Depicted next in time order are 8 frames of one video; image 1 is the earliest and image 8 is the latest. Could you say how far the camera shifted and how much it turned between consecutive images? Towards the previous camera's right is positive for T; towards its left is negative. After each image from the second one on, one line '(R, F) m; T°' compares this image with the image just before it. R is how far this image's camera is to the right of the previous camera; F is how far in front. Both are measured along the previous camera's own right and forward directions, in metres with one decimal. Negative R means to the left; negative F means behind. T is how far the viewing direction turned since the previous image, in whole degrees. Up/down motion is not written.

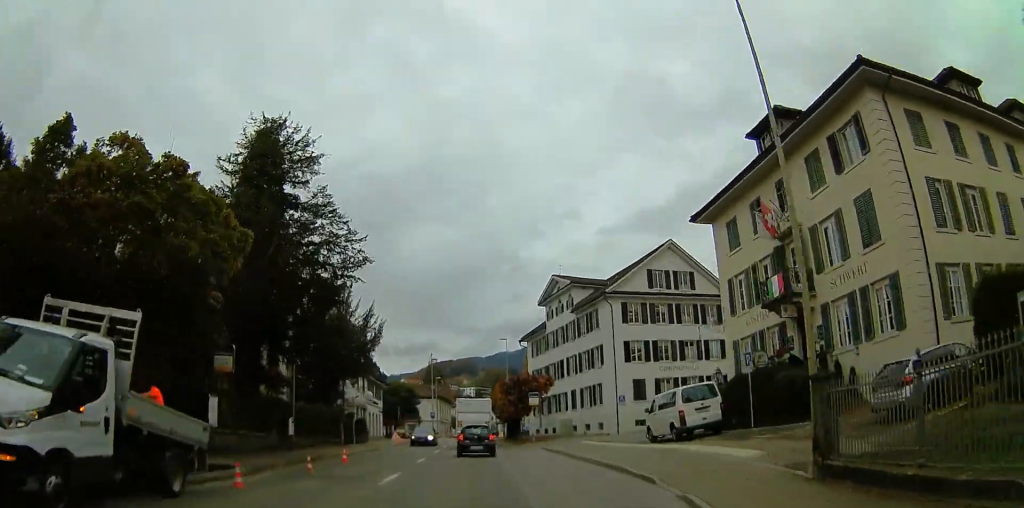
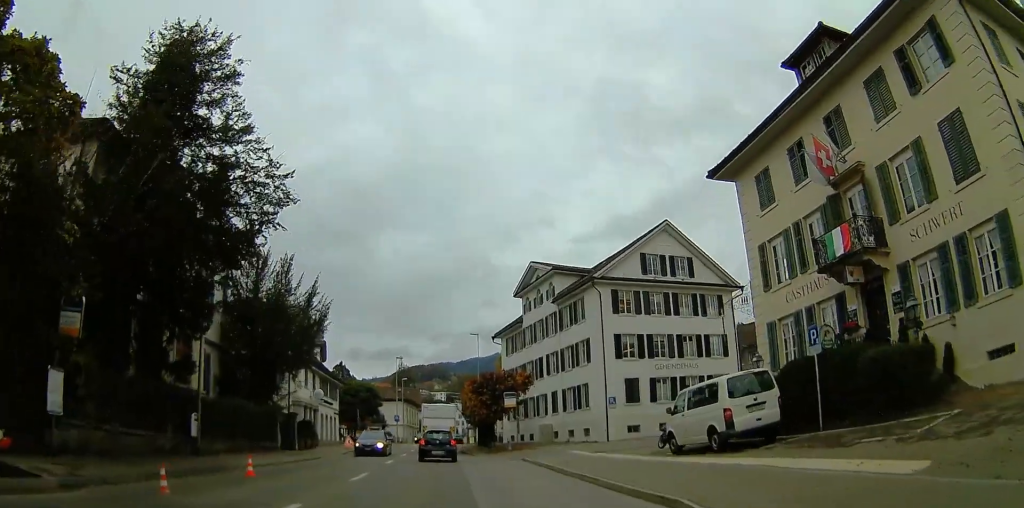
(-0.3, +7.0) m; 0°
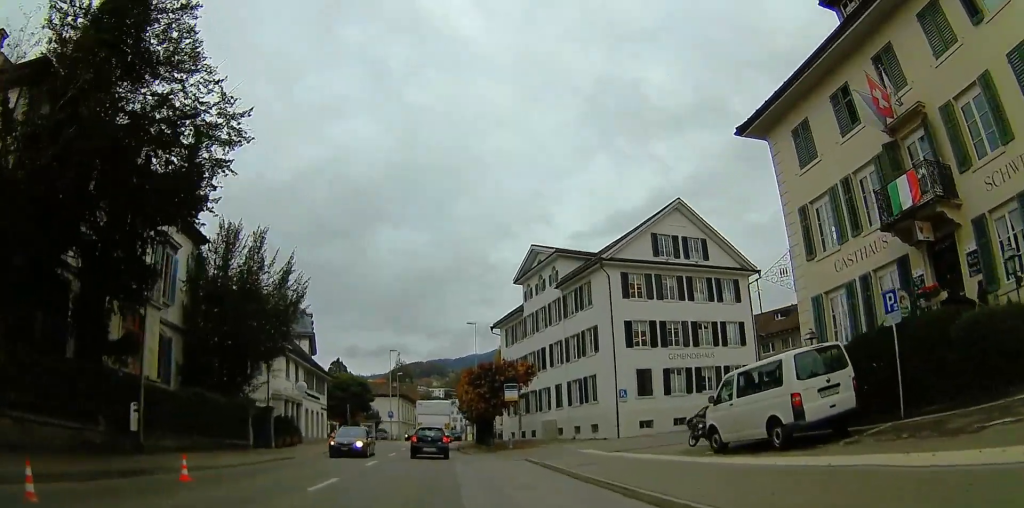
(+0.1, +3.7) m; +2°
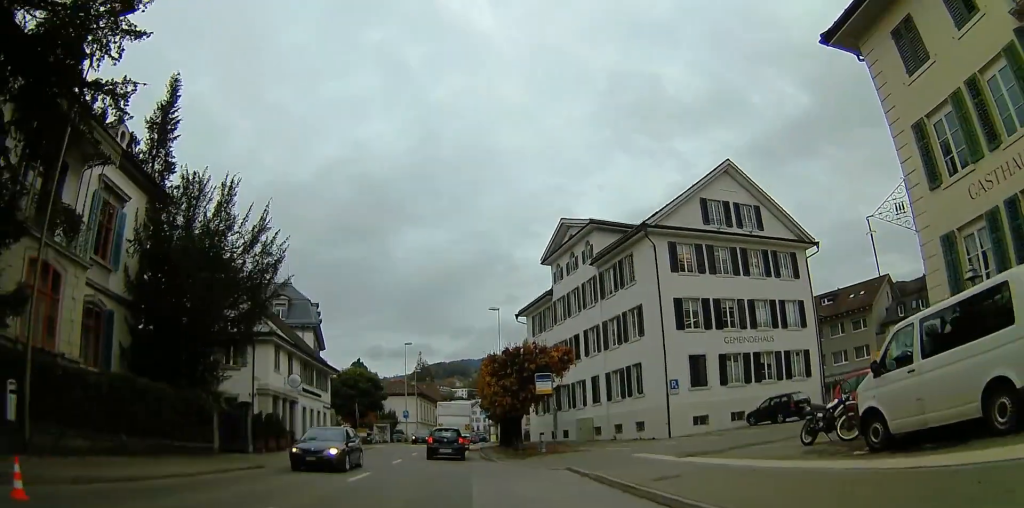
(0.0, +6.3) m; +3°
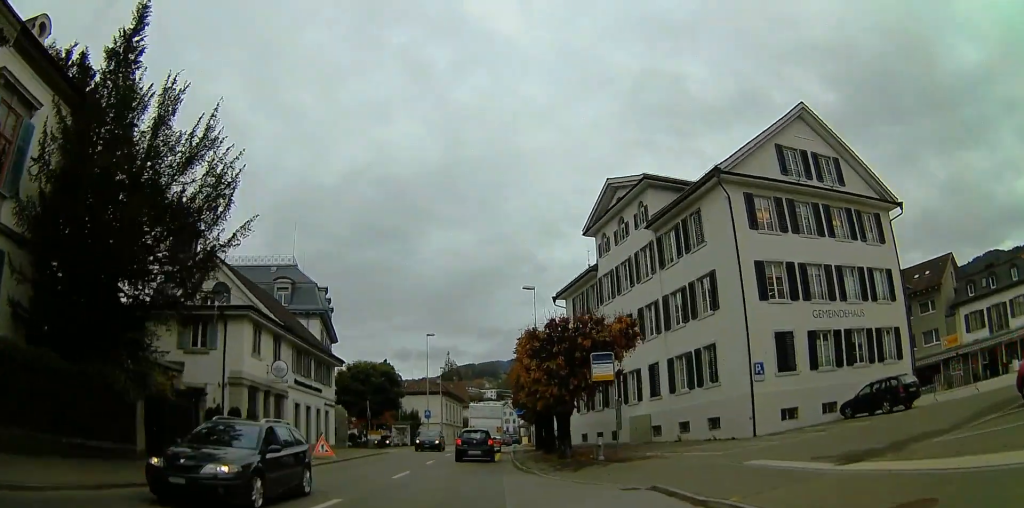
(+0.4, +7.3) m; 0°
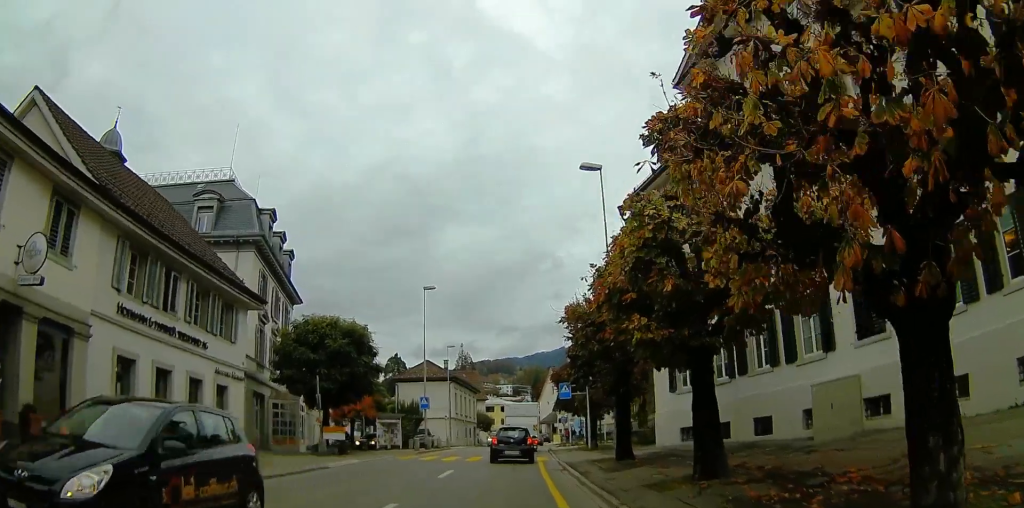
(-1.6, +17.8) m; -10°
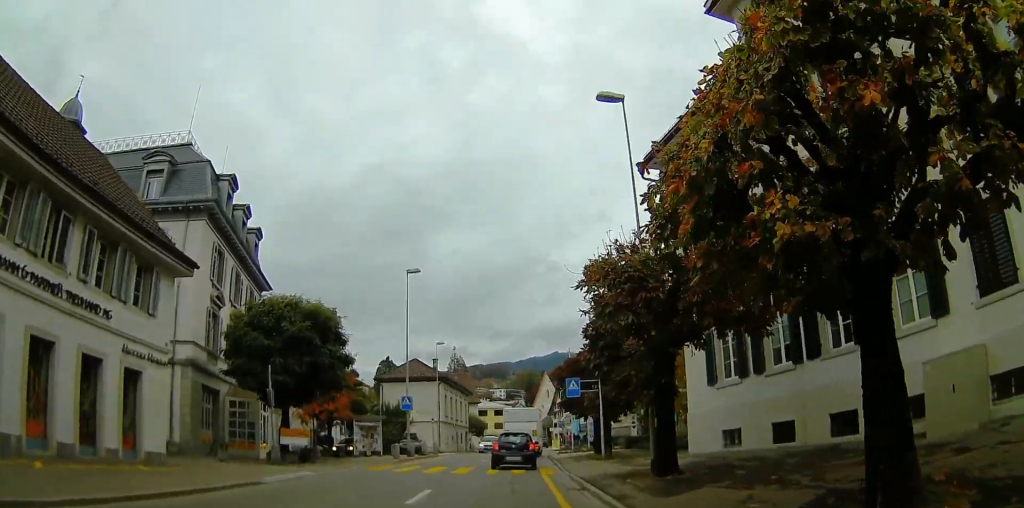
(-0.2, +5.4) m; +1°
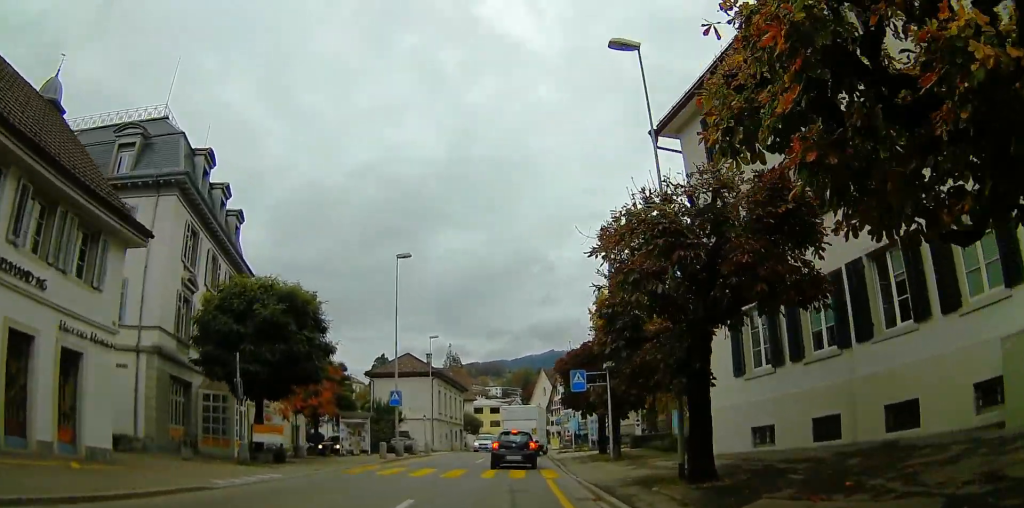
(-0.1, +2.6) m; +3°
